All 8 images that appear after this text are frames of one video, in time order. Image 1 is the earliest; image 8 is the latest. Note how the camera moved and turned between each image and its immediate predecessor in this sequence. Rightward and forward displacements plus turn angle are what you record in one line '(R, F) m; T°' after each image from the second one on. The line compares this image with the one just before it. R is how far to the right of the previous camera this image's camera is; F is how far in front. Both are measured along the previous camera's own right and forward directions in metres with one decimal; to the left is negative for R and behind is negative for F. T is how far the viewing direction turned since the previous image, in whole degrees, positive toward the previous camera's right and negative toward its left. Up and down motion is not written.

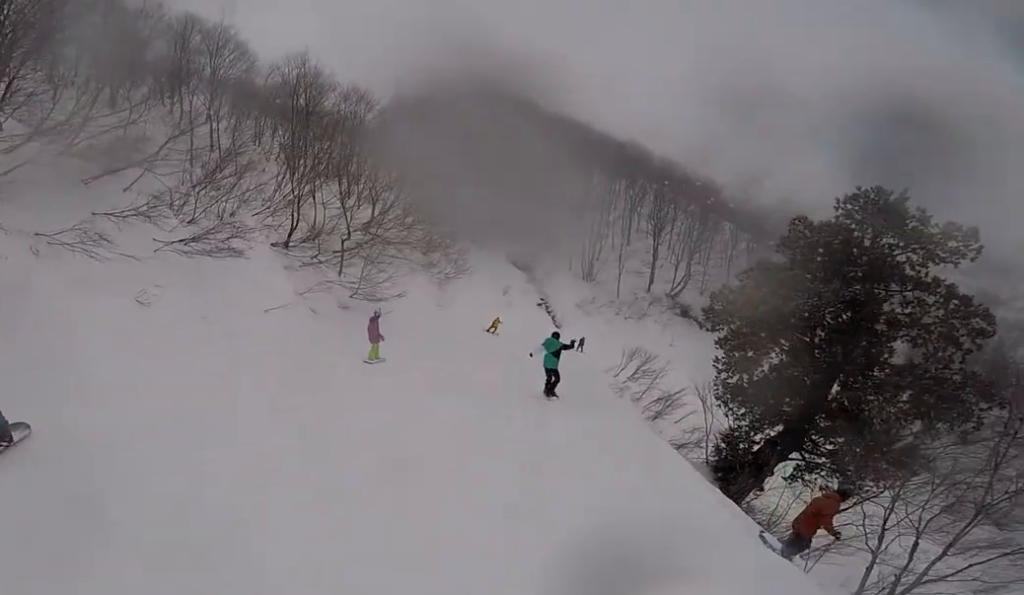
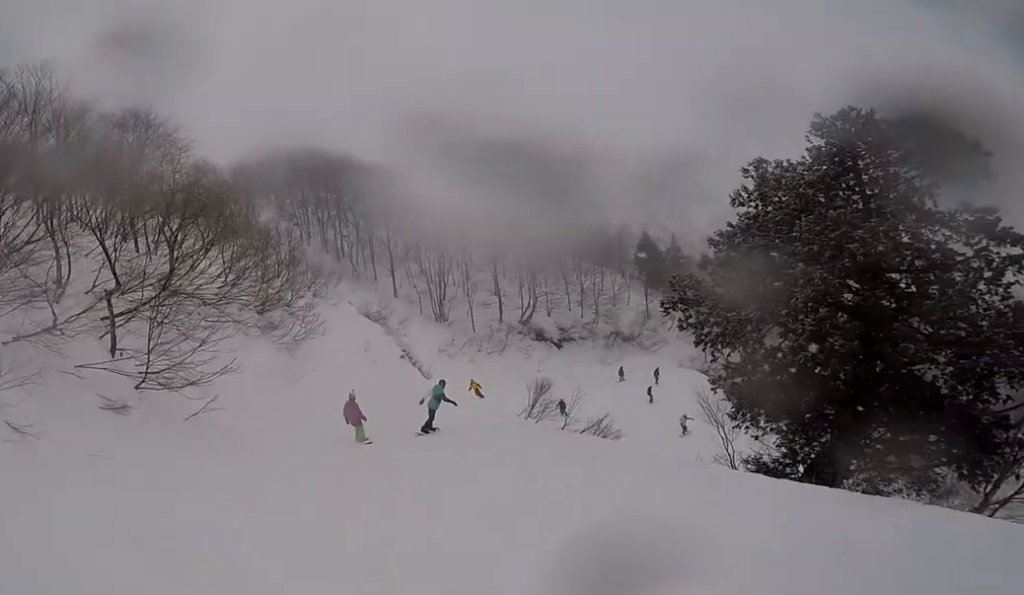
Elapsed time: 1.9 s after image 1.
(-0.9, +8.8) m; -6°
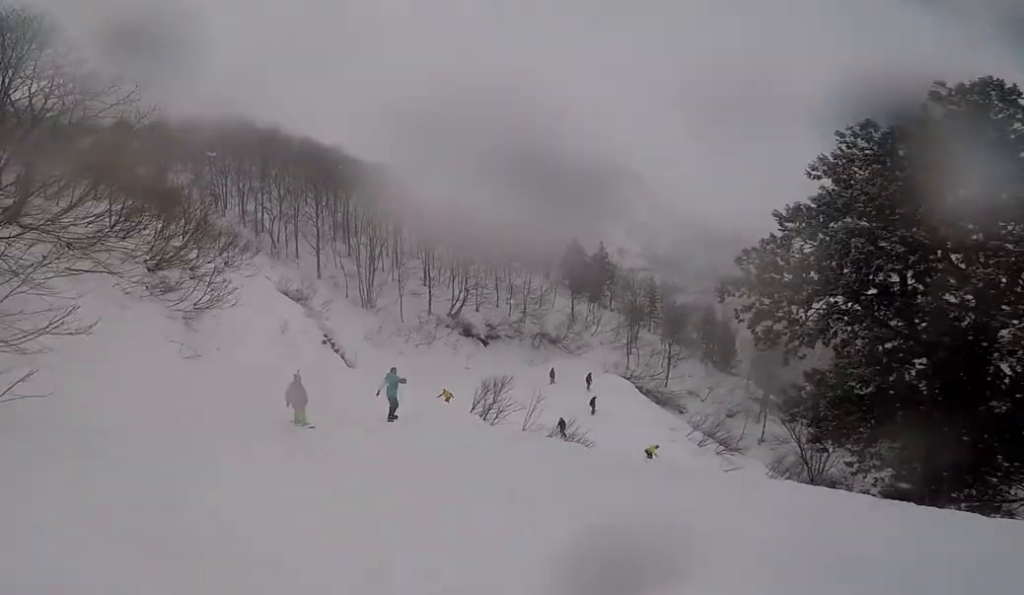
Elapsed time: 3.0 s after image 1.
(+0.1, +5.2) m; +12°
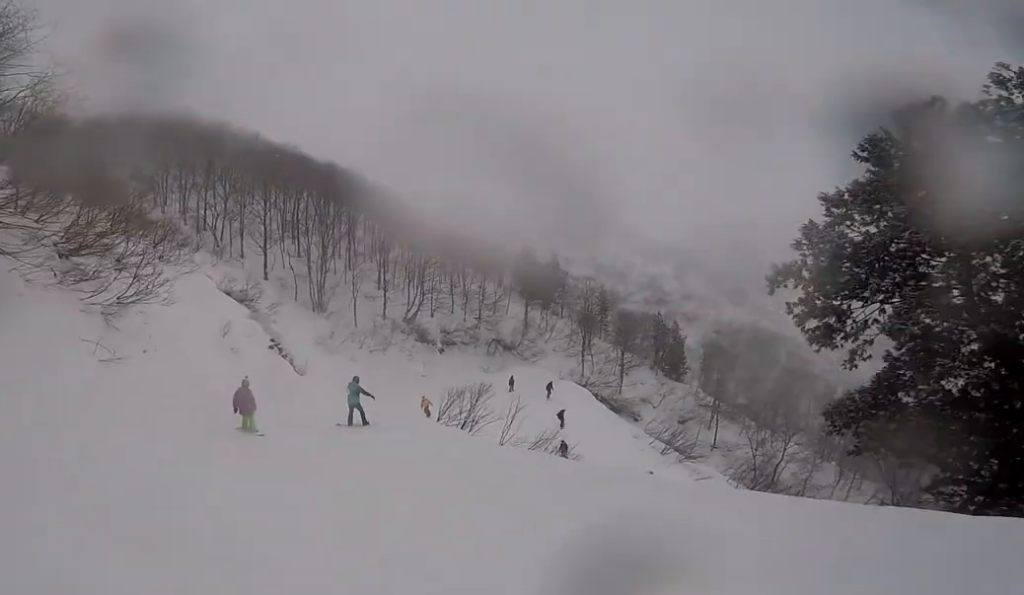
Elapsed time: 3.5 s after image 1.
(+0.2, +2.8) m; +8°
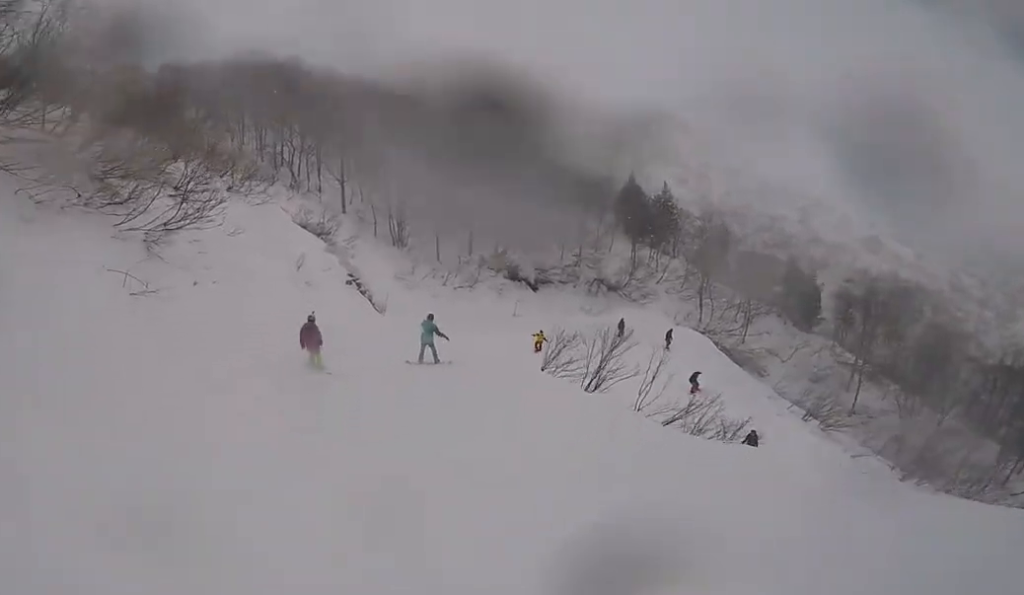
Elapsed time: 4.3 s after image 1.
(+0.7, +4.0) m; +10°
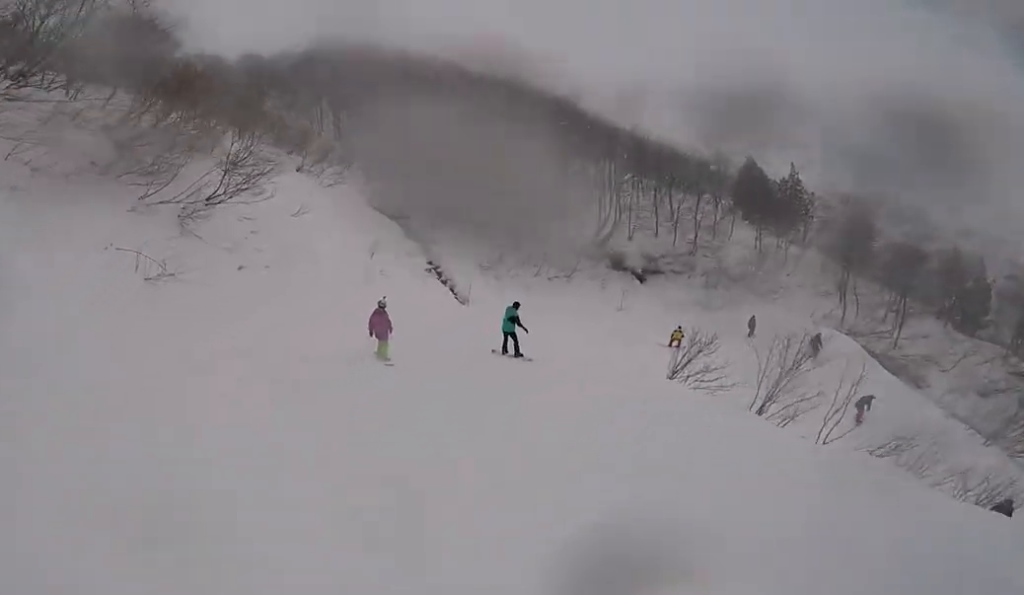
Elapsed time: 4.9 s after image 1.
(0.0, +3.4) m; -9°
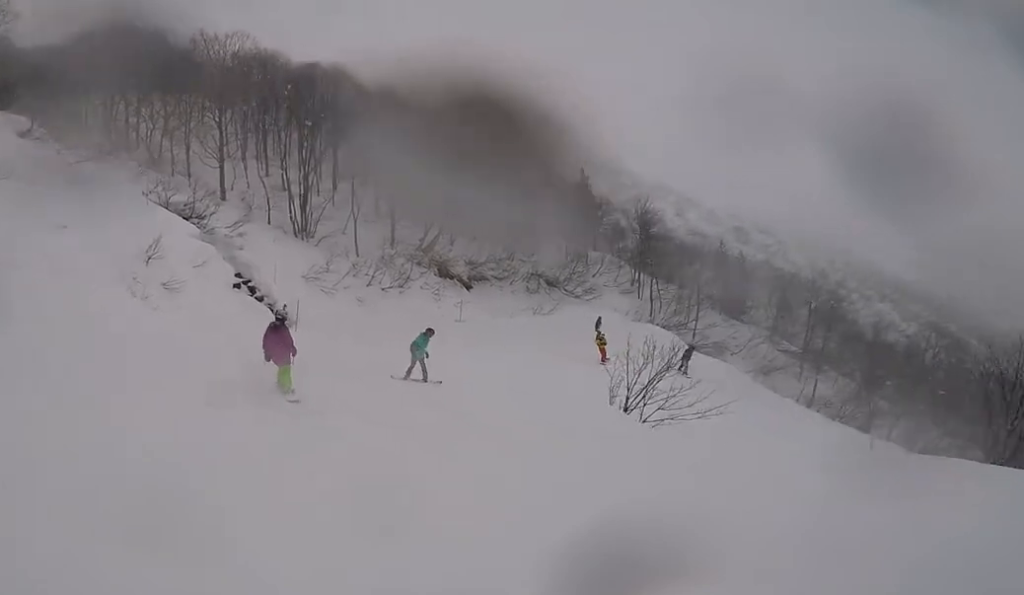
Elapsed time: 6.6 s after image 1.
(-0.8, +7.9) m; +6°
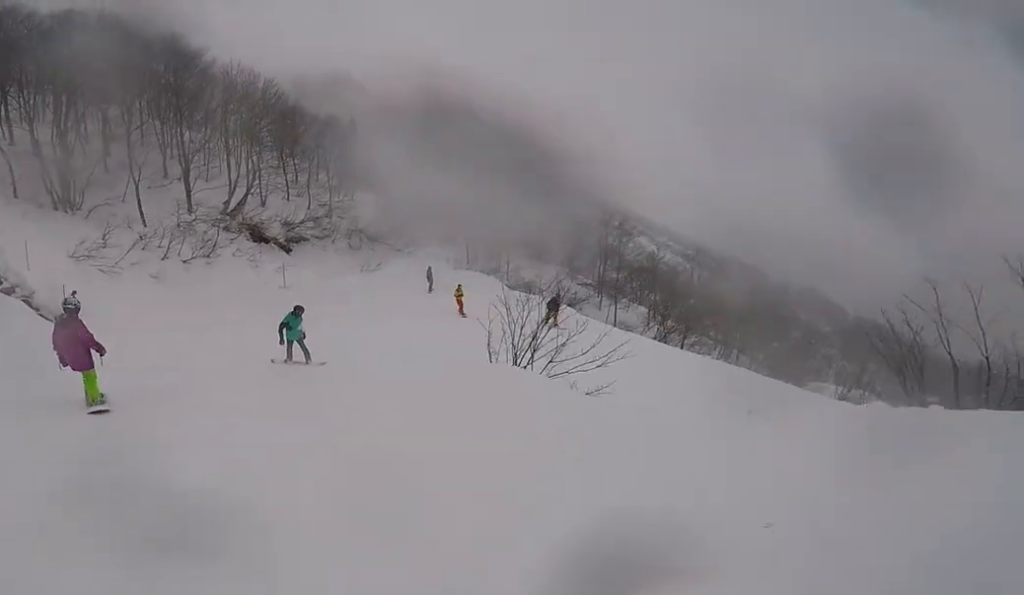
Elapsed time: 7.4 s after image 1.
(+1.0, +3.6) m; +10°
